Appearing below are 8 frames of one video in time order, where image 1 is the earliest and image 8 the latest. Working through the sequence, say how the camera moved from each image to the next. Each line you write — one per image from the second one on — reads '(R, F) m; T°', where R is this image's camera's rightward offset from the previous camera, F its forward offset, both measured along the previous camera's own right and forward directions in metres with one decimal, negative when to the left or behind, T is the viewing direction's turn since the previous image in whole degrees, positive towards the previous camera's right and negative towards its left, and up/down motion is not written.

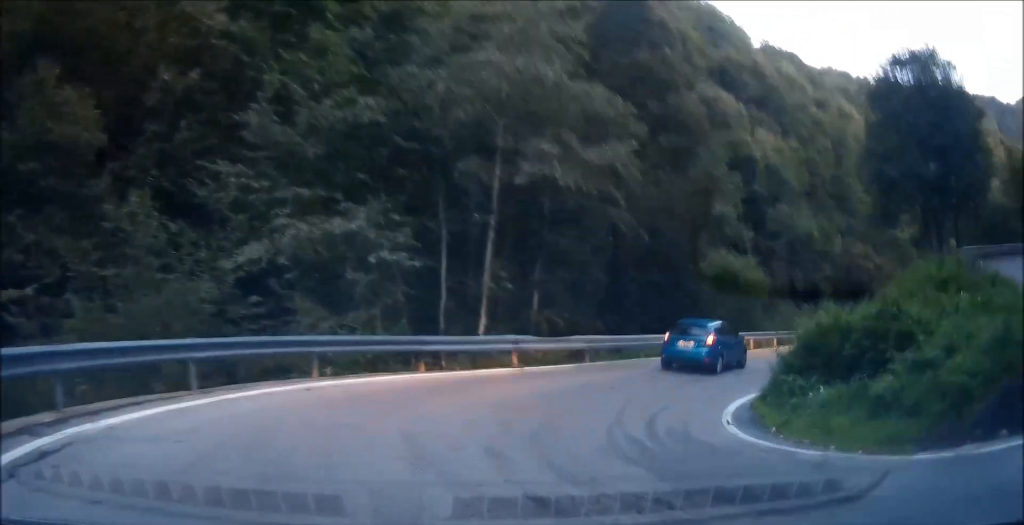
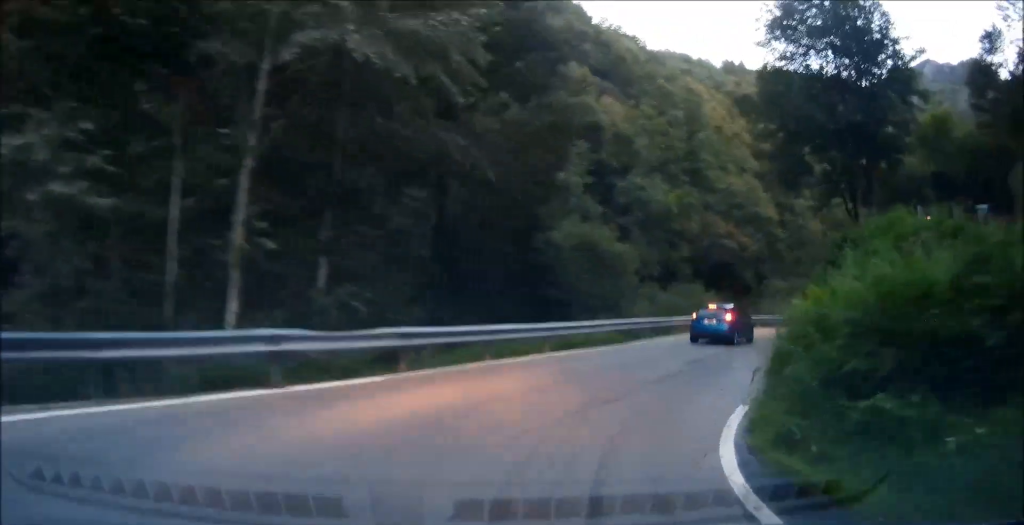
(+2.4, +6.5) m; +50°
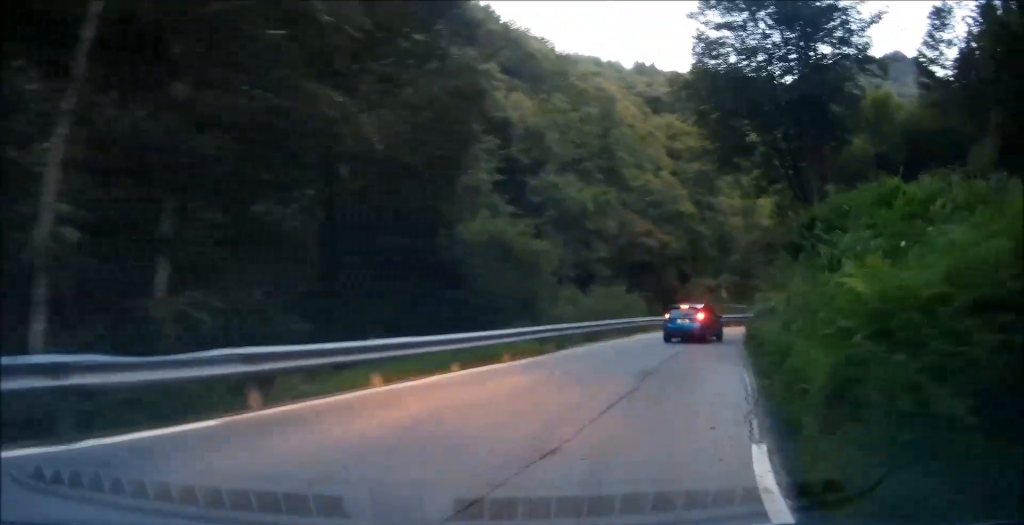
(-0.1, +2.4) m; +23°
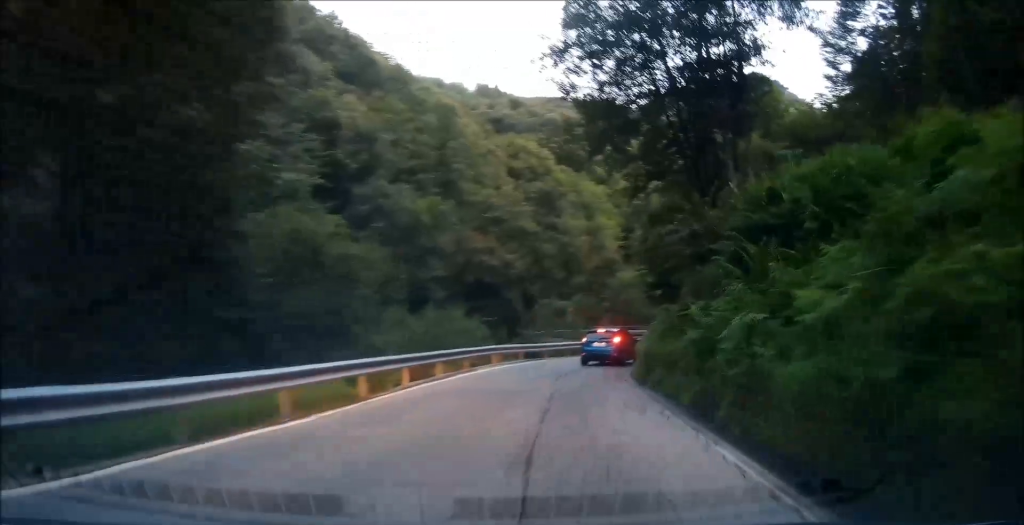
(+1.8, +4.6) m; +22°
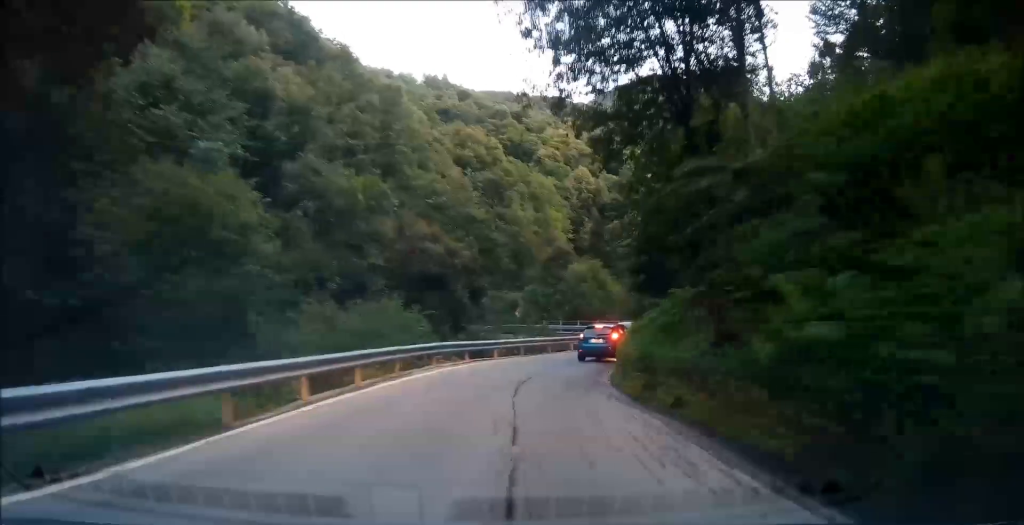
(+0.3, +3.6) m; +7°
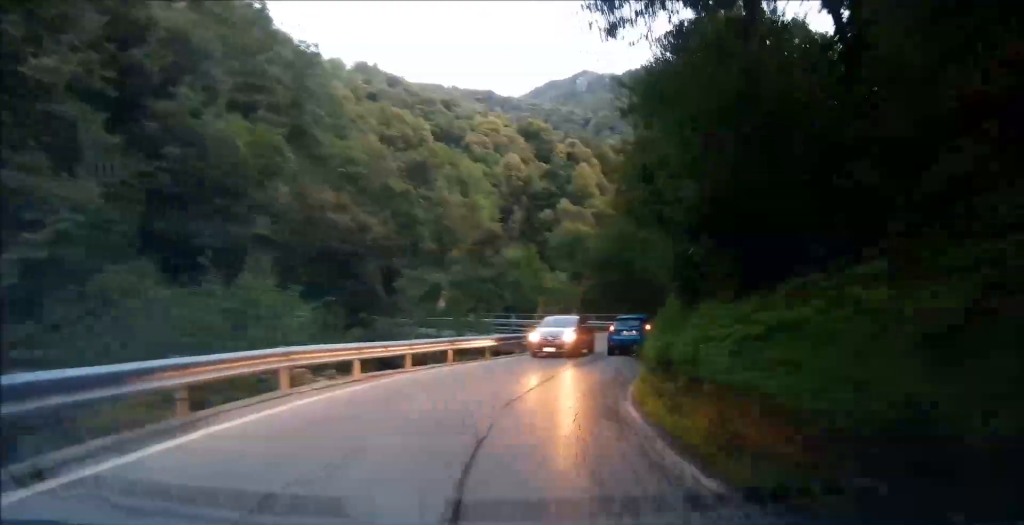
(+0.7, +7.3) m; +12°
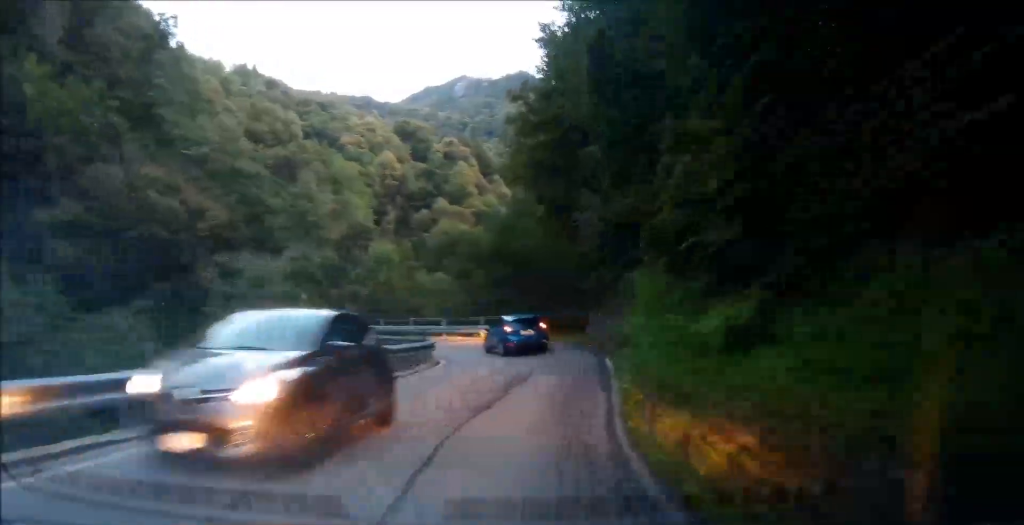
(+1.0, +7.6) m; +12°
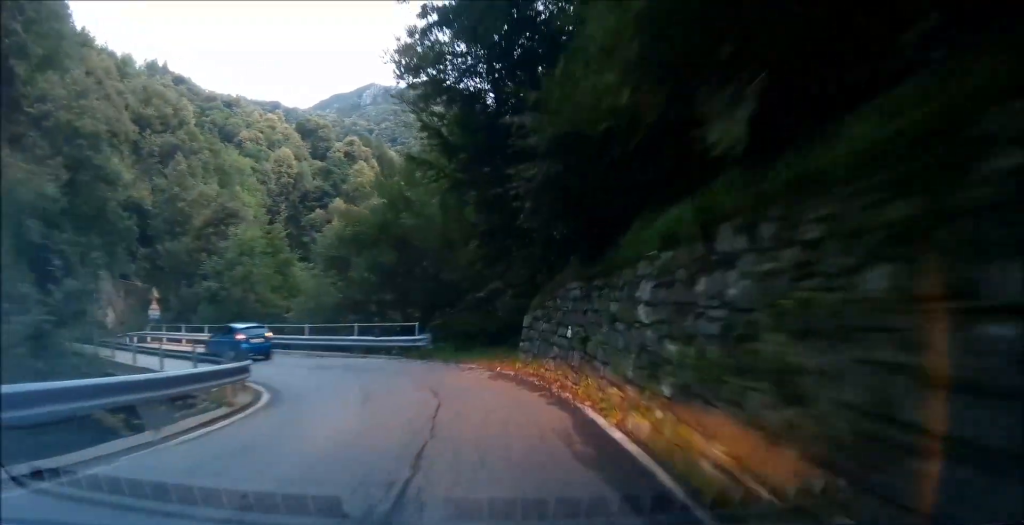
(+0.5, +9.2) m; +2°
